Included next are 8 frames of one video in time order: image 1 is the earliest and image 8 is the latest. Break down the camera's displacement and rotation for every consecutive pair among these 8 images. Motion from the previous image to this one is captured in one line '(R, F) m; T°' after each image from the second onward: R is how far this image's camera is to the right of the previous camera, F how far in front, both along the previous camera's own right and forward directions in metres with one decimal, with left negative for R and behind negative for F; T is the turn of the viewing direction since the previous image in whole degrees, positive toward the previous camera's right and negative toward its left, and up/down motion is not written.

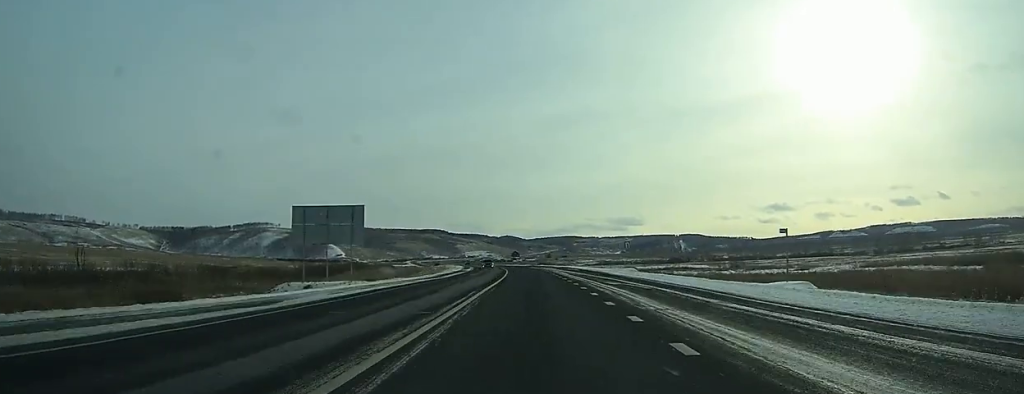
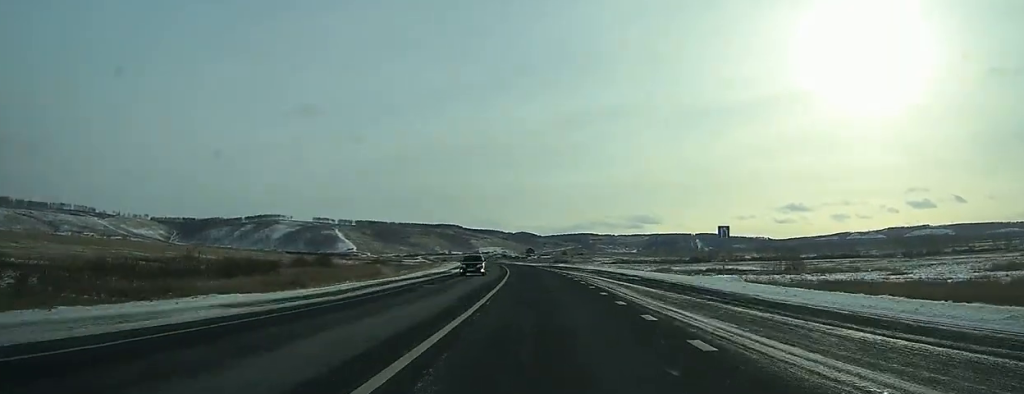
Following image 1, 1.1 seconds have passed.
(-0.2, +28.3) m; -1°
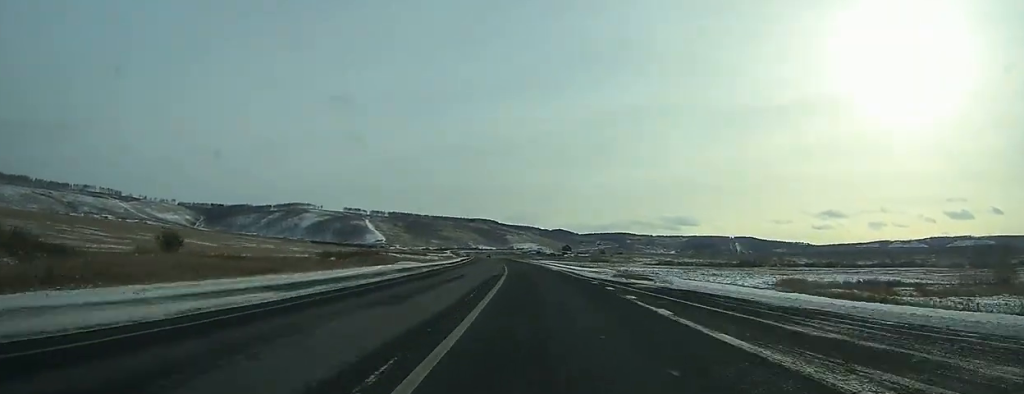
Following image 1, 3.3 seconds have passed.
(-1.1, +55.8) m; -3°
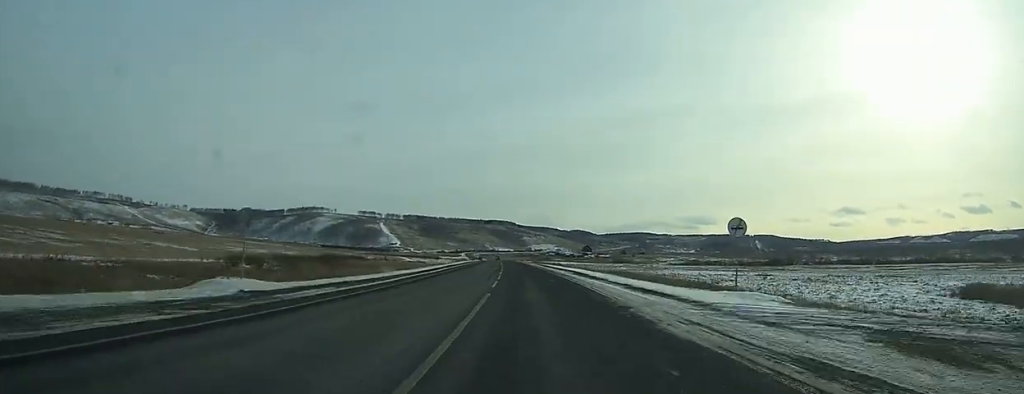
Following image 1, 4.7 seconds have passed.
(-1.0, +33.4) m; -2°
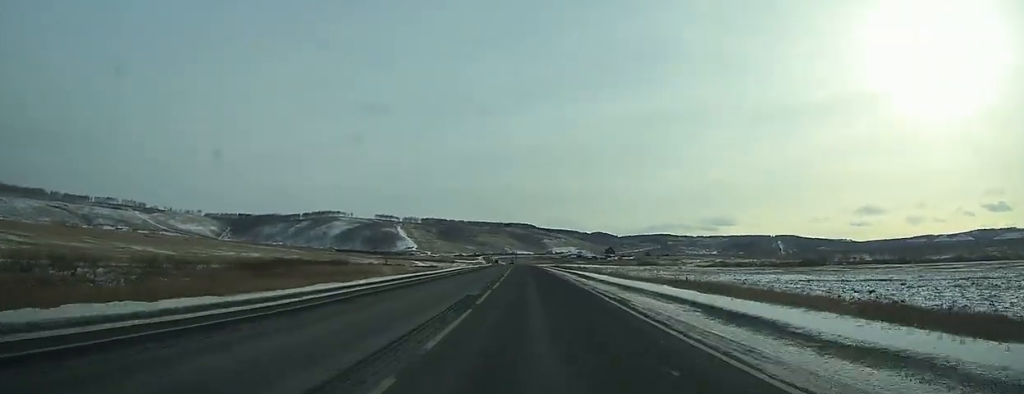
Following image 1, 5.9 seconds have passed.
(-0.5, +29.9) m; -2°
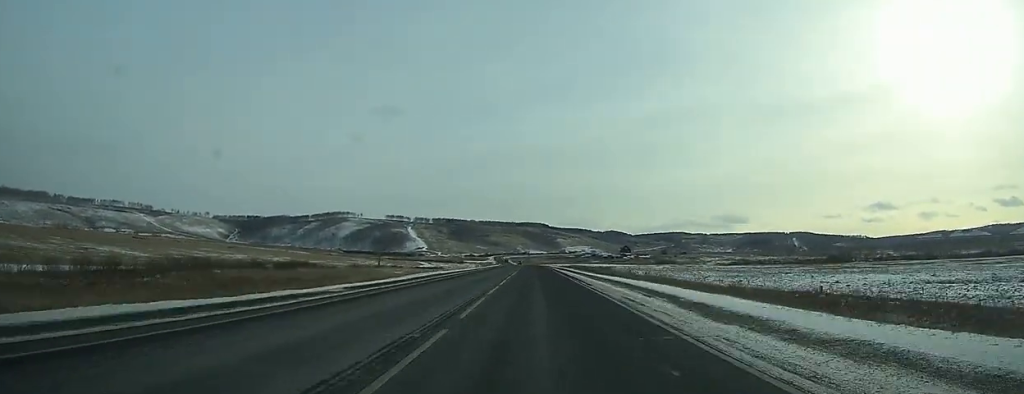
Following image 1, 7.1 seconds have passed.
(-0.4, +26.5) m; -1°
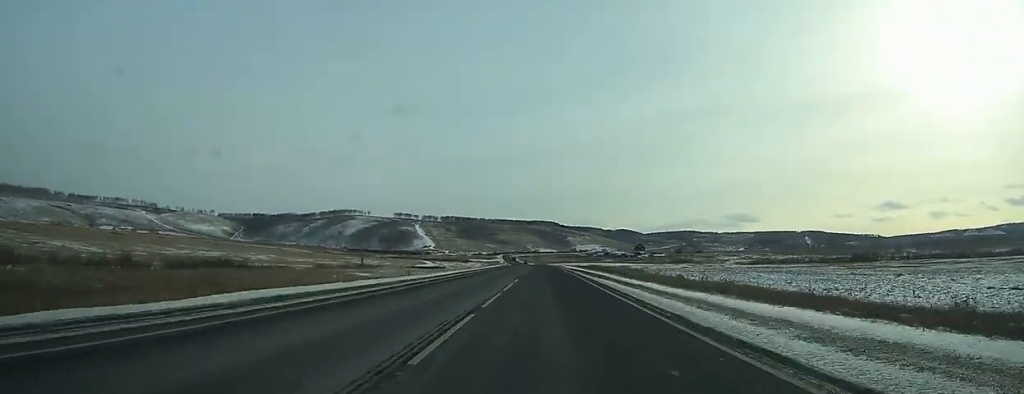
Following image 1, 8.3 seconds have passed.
(-0.3, +29.7) m; 0°
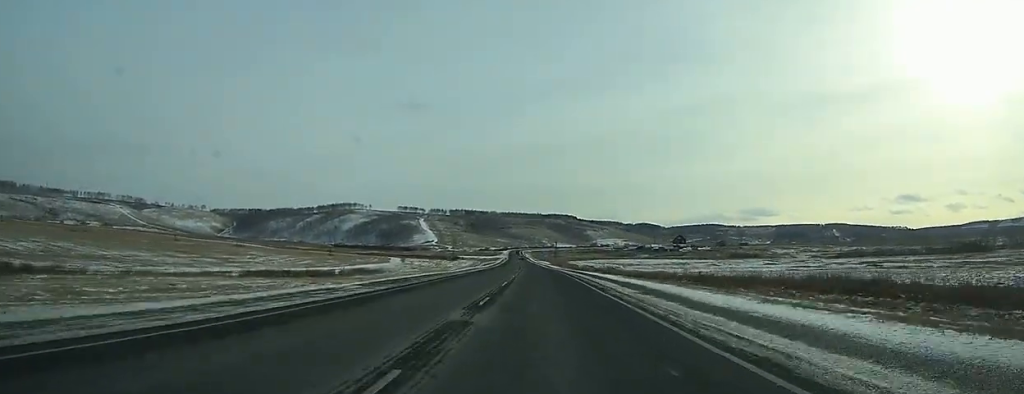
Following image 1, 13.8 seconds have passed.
(-1.4, +135.3) m; -2°
